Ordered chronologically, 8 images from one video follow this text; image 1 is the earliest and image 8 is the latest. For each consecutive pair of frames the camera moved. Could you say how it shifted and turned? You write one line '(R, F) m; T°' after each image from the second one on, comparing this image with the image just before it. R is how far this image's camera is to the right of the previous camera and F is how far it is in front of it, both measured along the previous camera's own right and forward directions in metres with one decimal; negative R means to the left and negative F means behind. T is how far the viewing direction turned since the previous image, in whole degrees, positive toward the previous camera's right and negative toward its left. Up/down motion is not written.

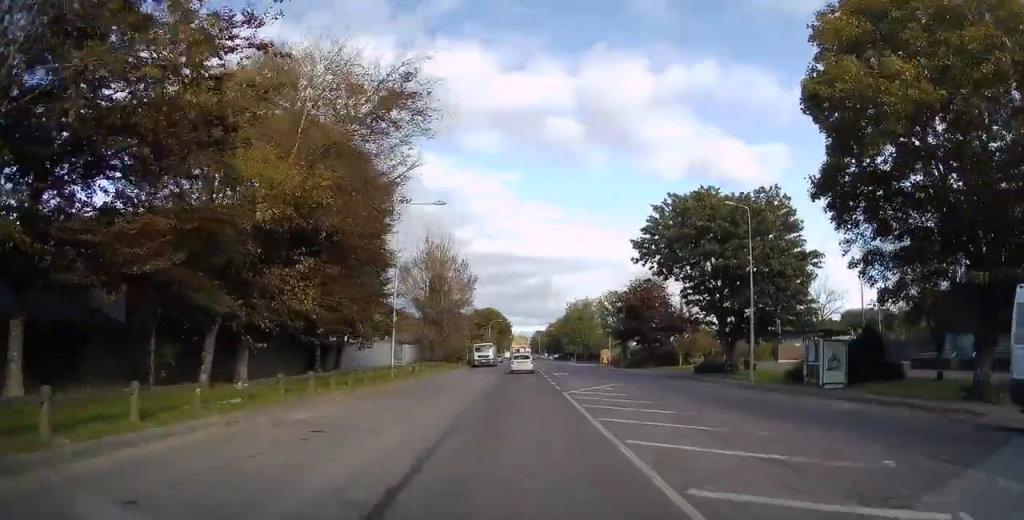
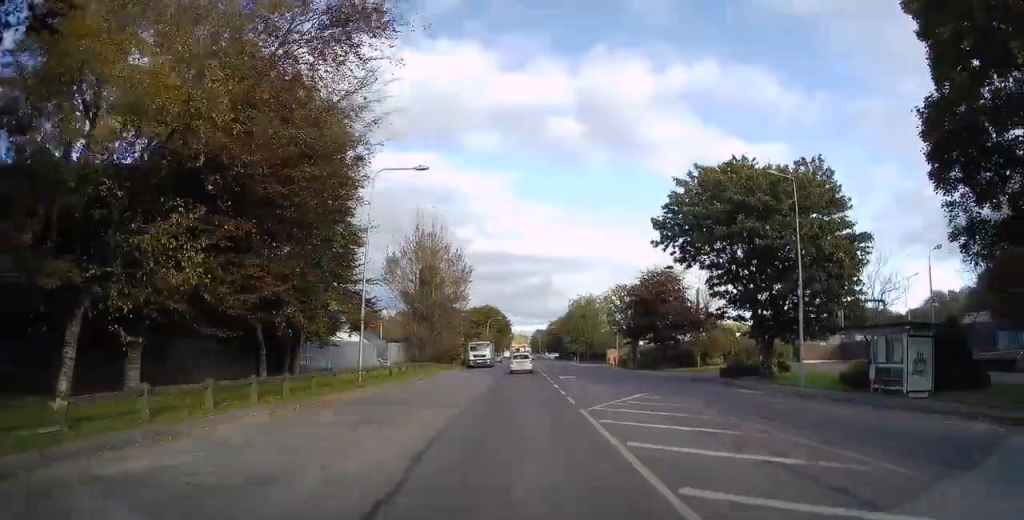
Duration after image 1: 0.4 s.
(-0.2, +6.2) m; -1°
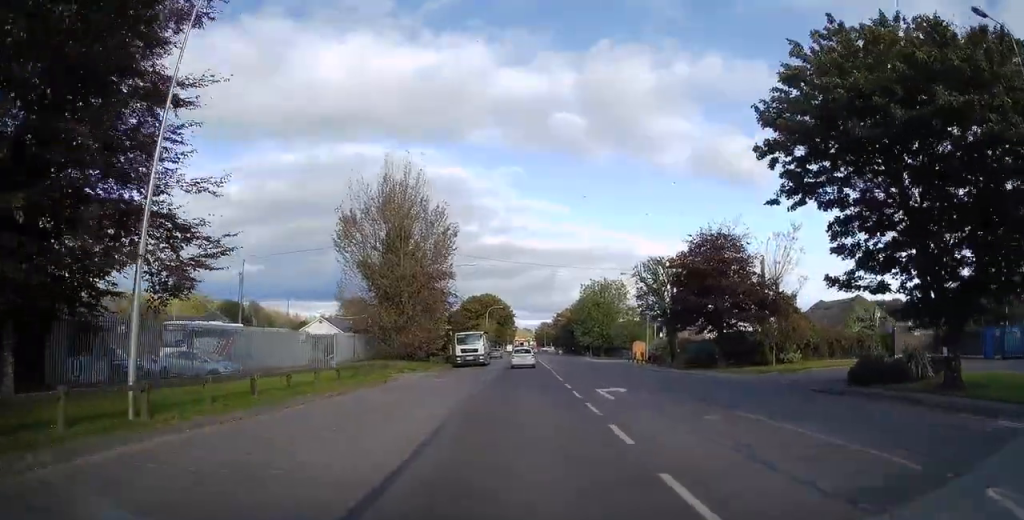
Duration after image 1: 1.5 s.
(-0.2, +15.7) m; -1°
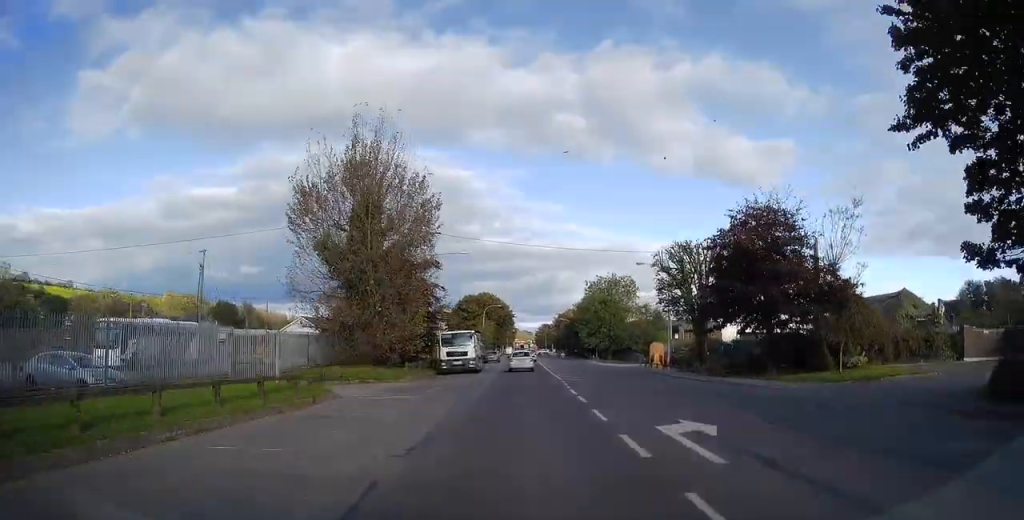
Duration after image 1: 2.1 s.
(0.0, +8.7) m; 0°
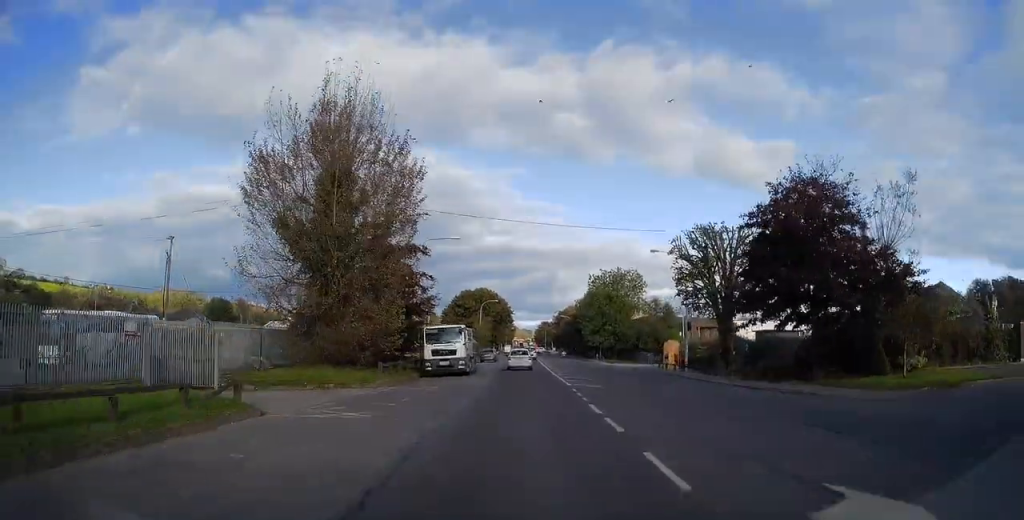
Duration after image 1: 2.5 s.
(0.0, +5.9) m; 0°
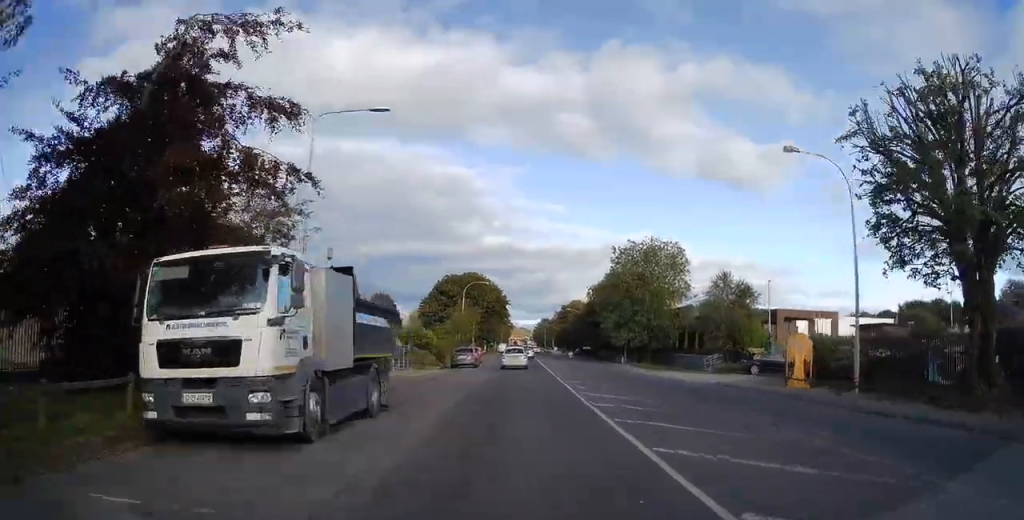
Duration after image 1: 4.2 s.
(+0.1, +24.8) m; 0°
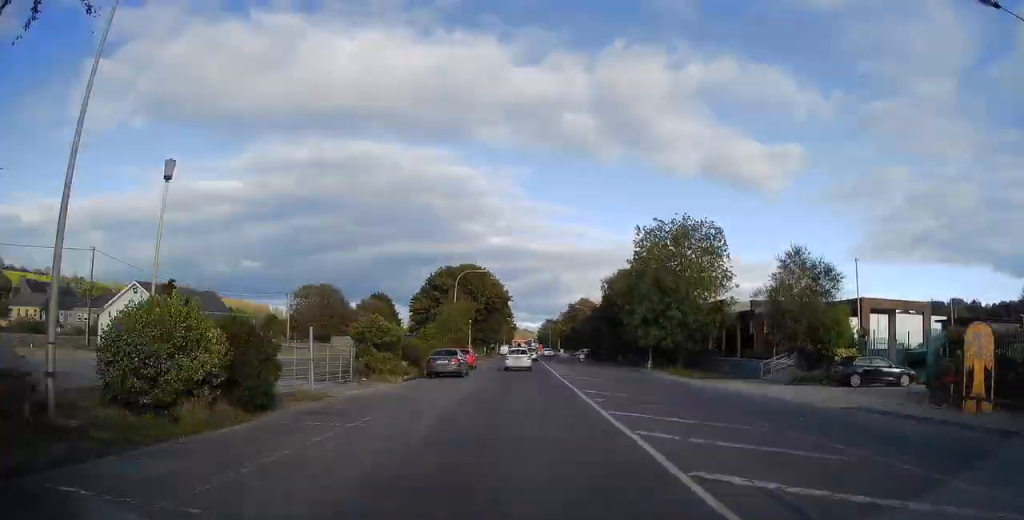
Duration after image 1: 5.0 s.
(0.0, +12.1) m; 0°
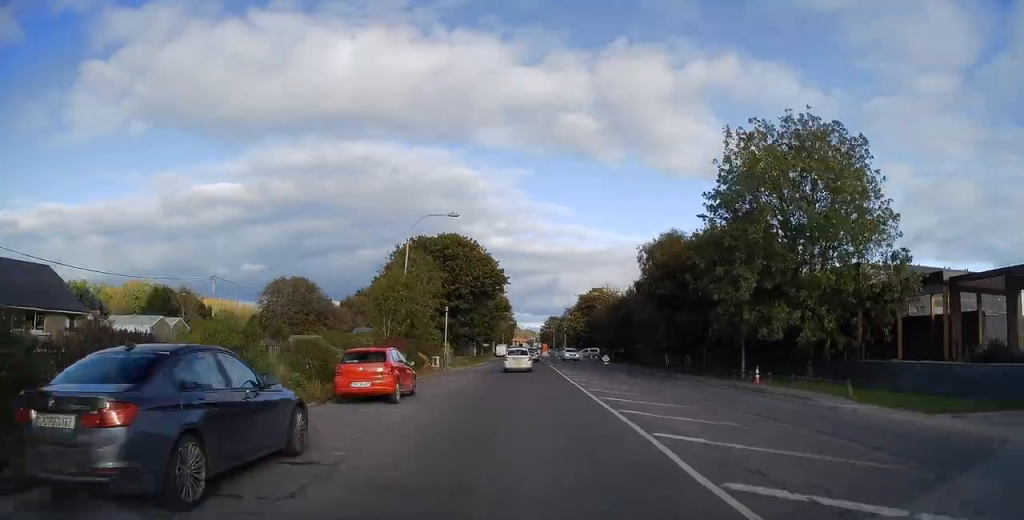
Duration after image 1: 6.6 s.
(+0.6, +24.5) m; +3°
